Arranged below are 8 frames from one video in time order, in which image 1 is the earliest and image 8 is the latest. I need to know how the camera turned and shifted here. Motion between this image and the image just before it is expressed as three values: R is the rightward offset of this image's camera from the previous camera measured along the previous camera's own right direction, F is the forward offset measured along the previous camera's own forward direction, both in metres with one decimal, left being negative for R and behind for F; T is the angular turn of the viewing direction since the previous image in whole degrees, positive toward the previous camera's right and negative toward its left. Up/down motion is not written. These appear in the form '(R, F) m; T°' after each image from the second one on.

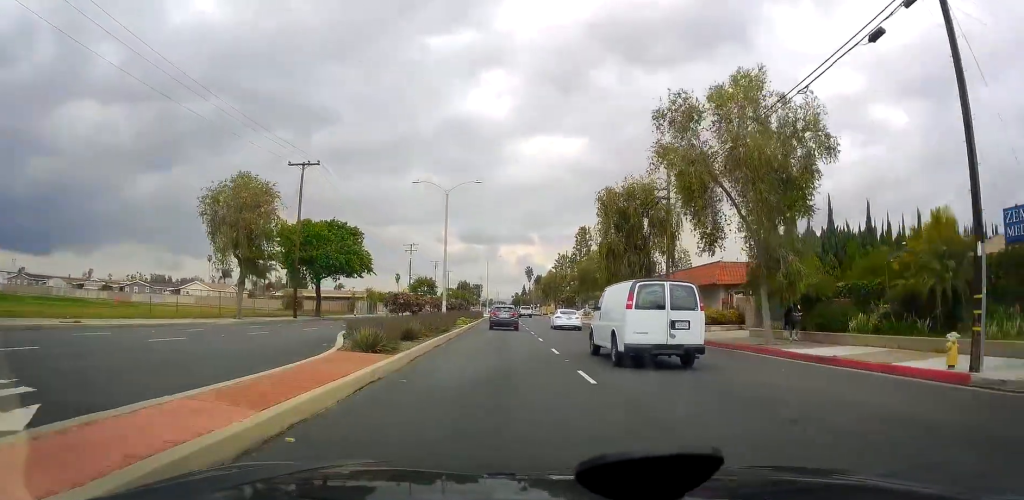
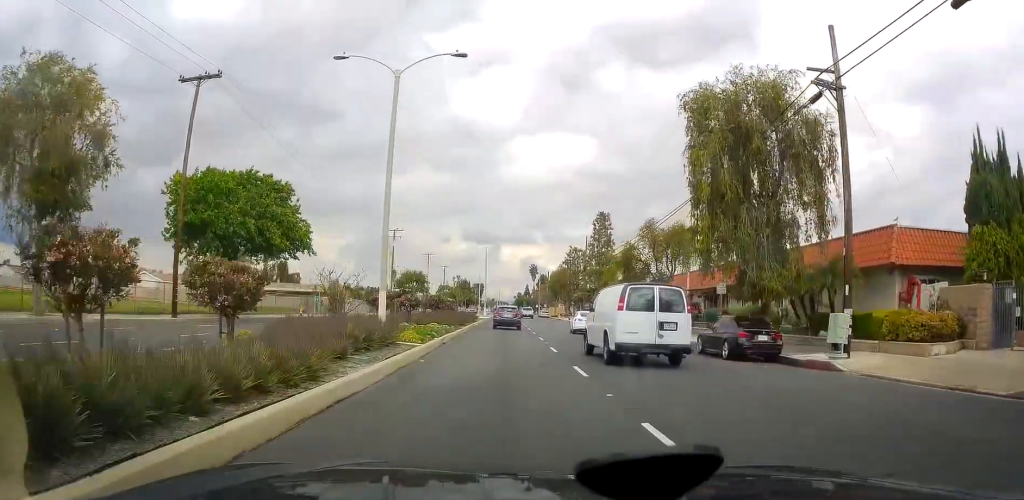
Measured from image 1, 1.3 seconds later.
(0.0, +20.2) m; 0°
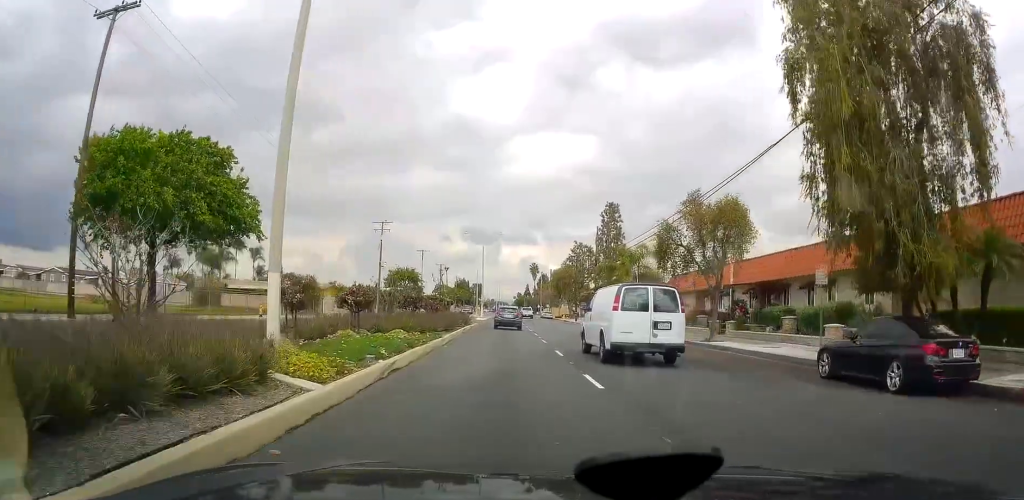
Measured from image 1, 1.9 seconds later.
(0.0, +9.0) m; -2°
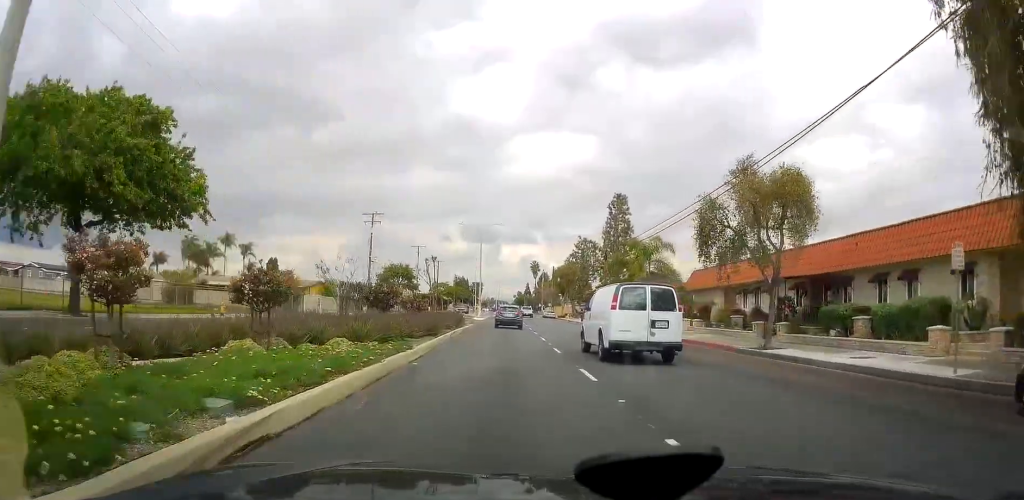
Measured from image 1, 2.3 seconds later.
(+0.2, +6.3) m; -1°
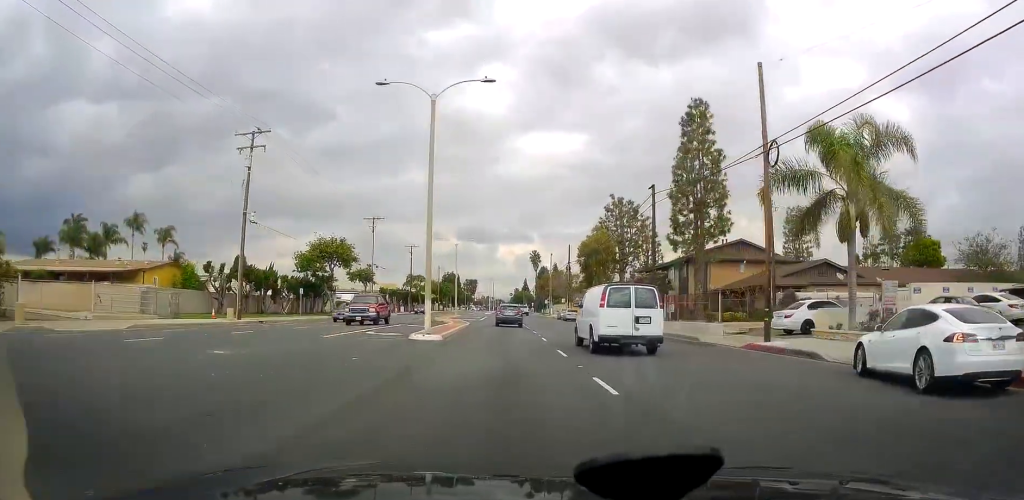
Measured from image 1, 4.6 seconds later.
(+0.3, +38.8) m; +3°
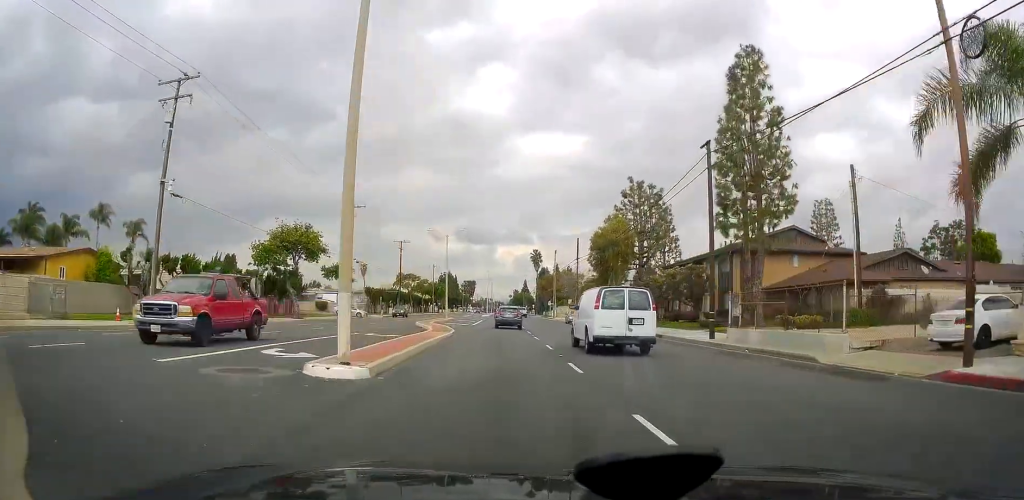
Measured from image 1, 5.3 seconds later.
(+0.1, +11.4) m; -1°
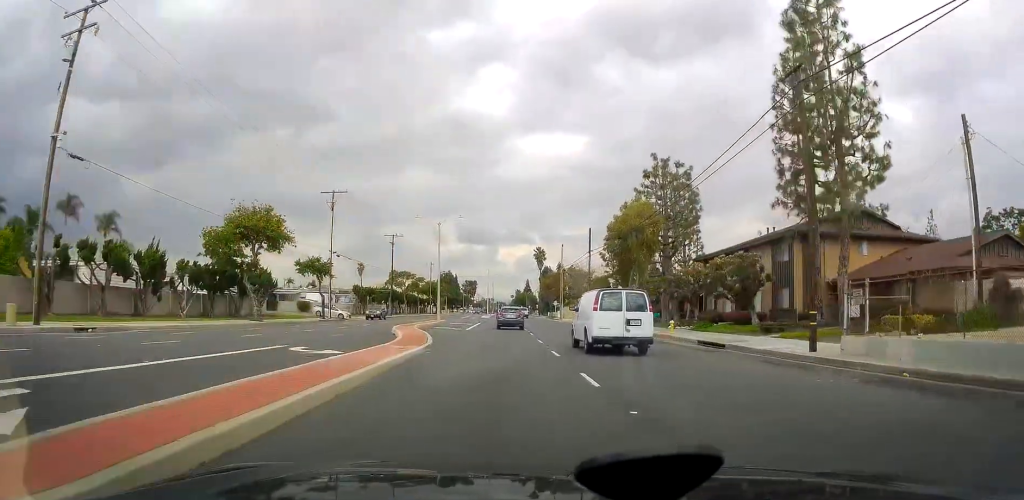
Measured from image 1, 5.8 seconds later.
(-0.2, +9.7) m; 0°
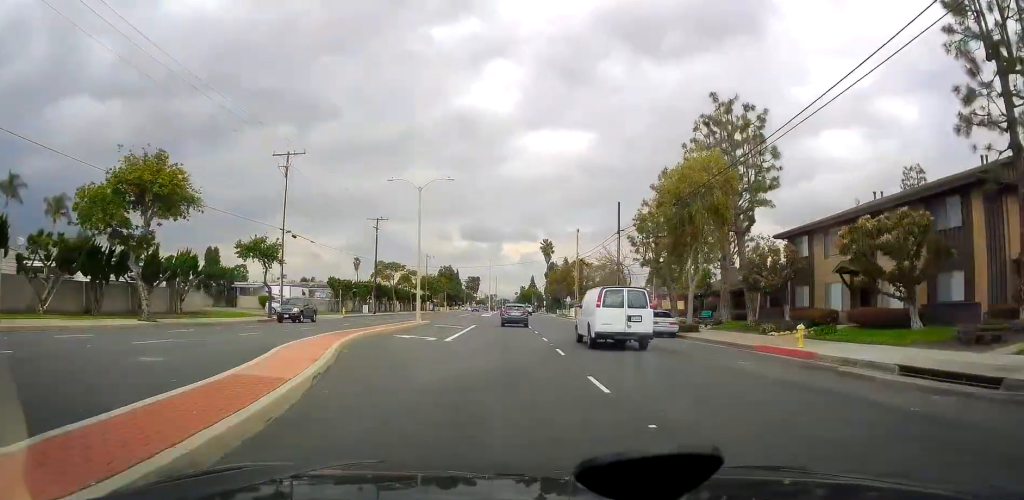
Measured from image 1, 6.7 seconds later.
(0.0, +15.4) m; +1°
